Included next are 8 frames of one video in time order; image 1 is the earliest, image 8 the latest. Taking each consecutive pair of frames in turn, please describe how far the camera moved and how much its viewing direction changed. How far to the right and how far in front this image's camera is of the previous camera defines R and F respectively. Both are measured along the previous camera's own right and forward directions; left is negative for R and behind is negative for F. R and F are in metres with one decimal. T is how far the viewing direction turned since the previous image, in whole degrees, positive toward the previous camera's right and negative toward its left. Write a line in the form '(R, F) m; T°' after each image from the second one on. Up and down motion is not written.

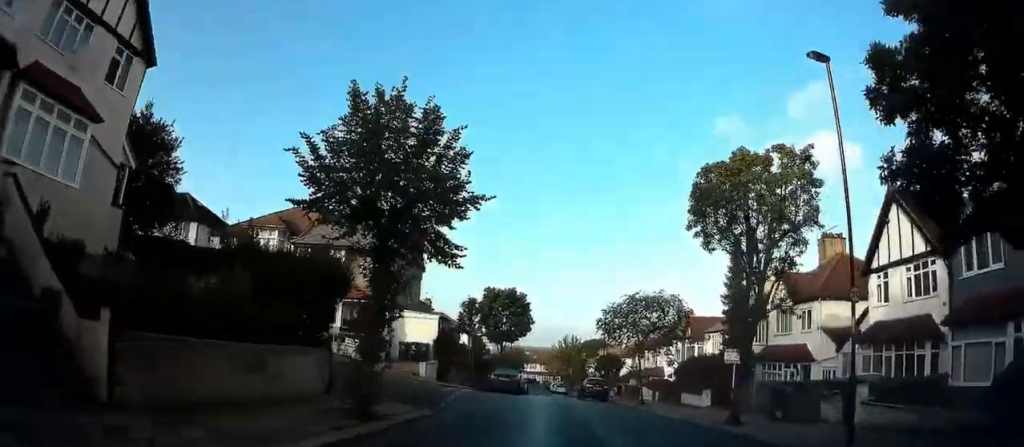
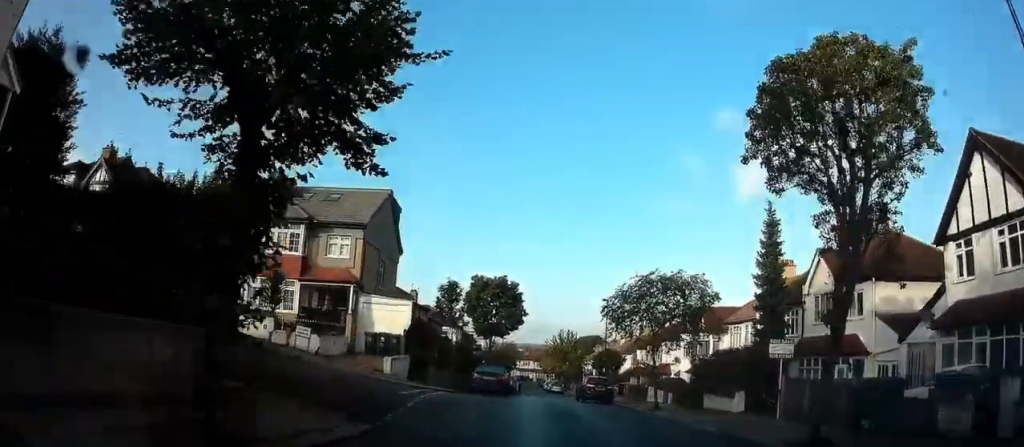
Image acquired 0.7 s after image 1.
(+0.1, +5.3) m; -2°
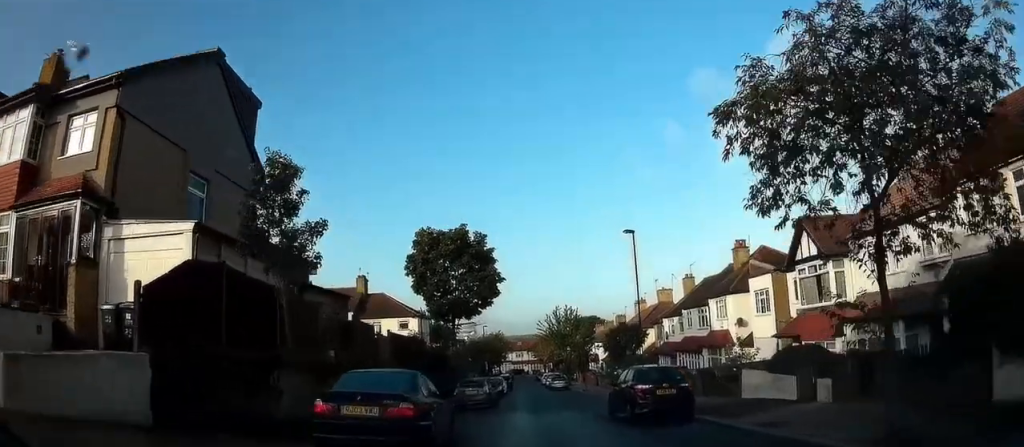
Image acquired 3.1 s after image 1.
(0.0, +17.9) m; +1°
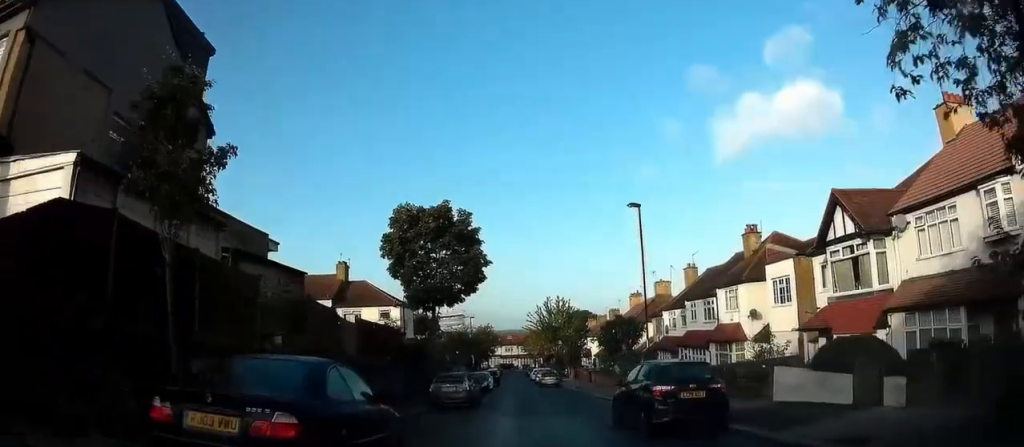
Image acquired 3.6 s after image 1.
(0.0, +3.5) m; 0°
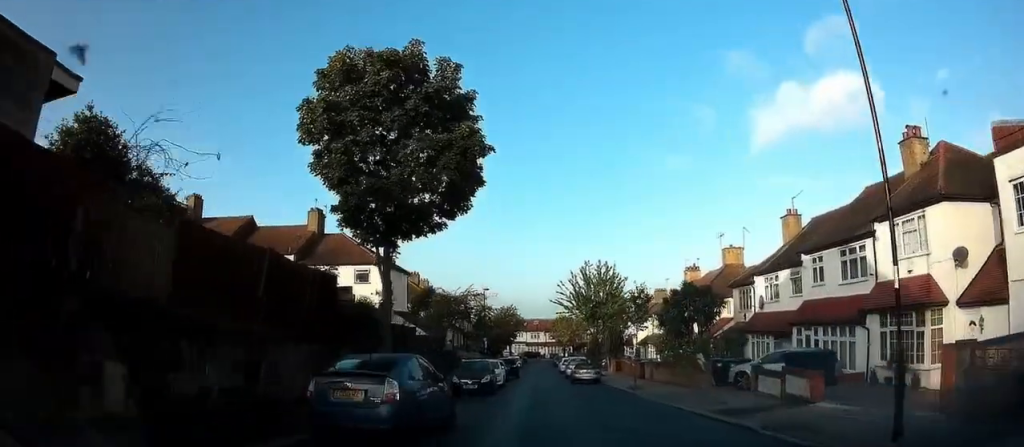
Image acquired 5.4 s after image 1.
(0.0, +14.1) m; 0°
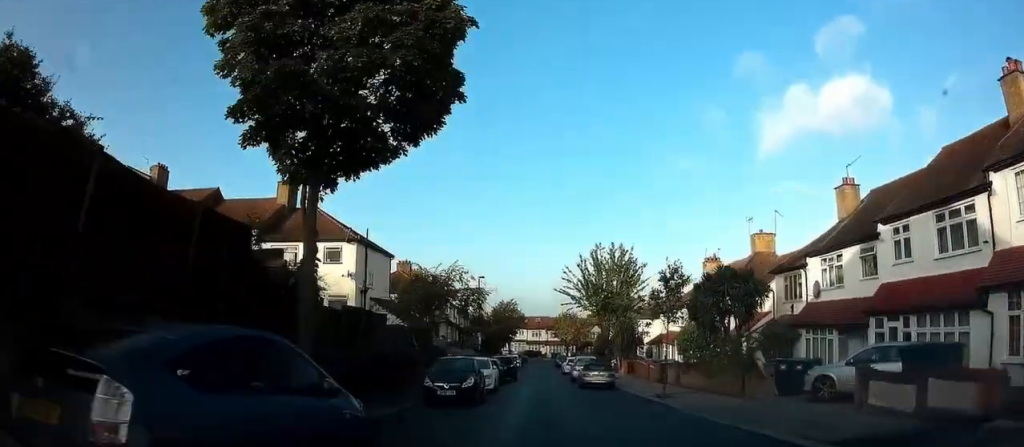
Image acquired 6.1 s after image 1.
(0.0, +6.0) m; 0°
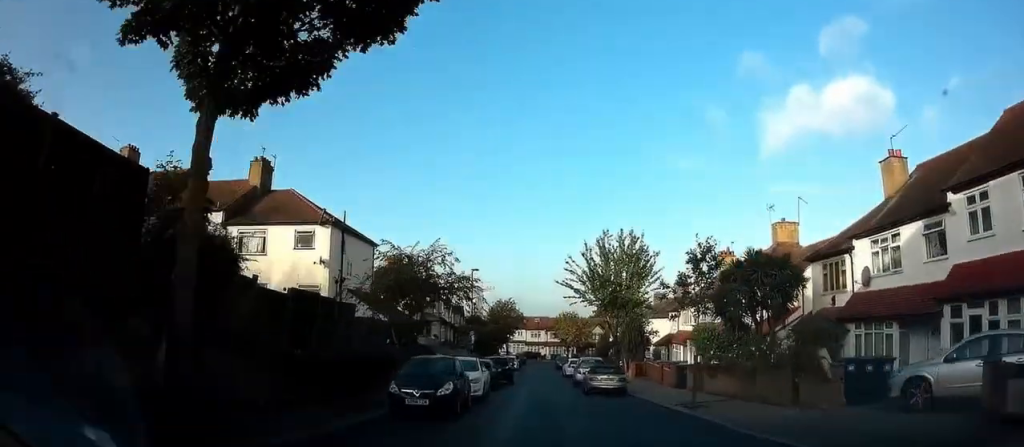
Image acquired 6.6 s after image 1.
(0.0, +4.1) m; 0°
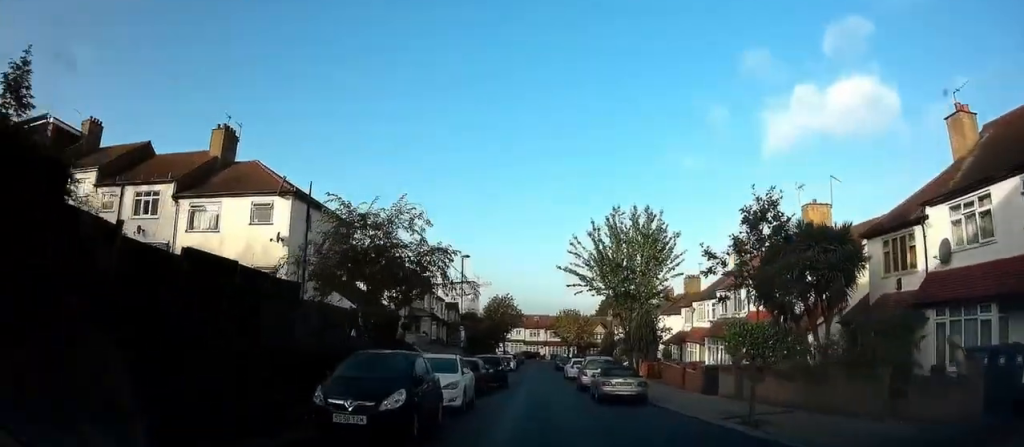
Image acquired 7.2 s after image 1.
(0.0, +4.7) m; 0°
